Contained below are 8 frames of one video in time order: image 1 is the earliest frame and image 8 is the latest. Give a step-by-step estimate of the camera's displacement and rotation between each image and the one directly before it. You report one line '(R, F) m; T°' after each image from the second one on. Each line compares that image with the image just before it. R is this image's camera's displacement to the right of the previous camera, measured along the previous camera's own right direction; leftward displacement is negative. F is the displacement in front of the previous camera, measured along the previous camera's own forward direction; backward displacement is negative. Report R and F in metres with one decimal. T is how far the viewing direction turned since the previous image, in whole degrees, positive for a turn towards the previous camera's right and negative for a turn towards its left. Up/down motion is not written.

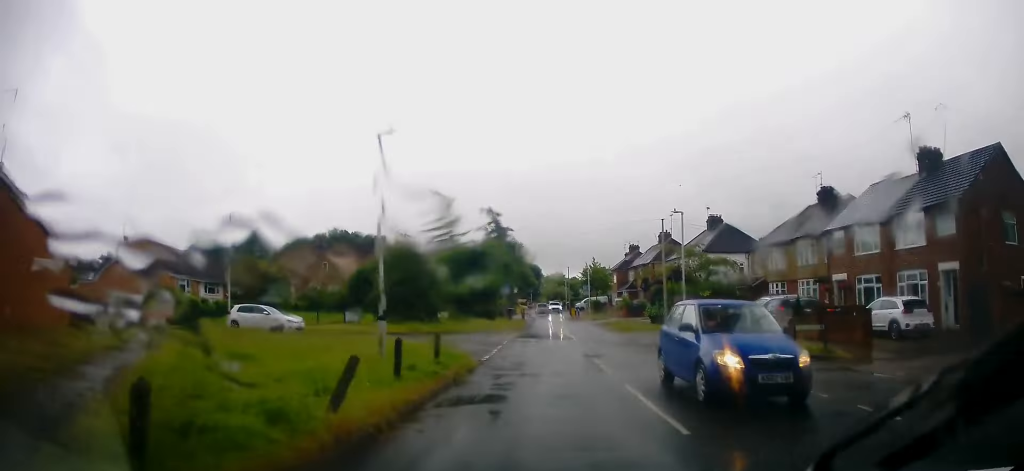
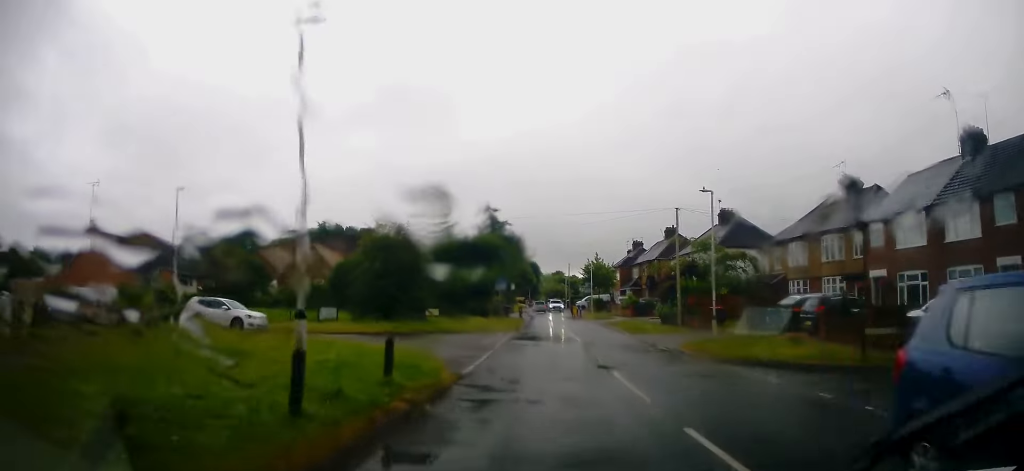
(-0.1, +4.1) m; +1°
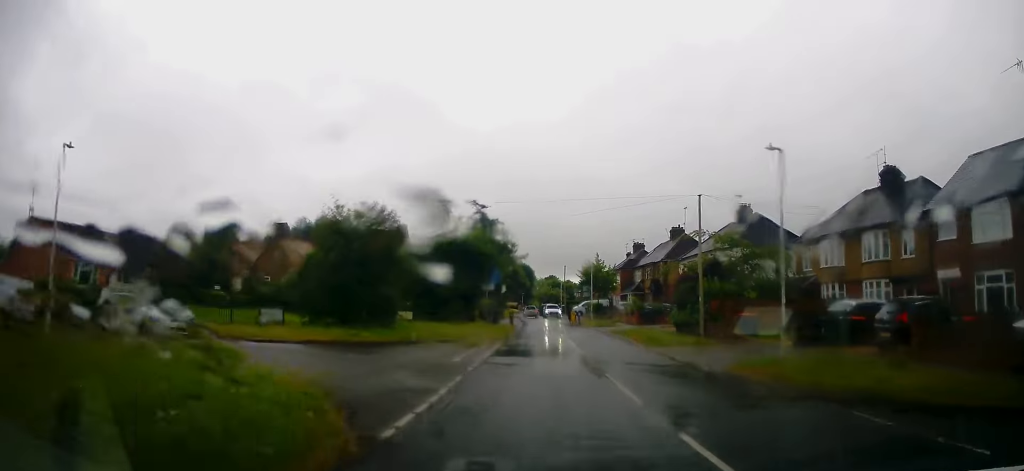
(+0.4, +6.1) m; +2°
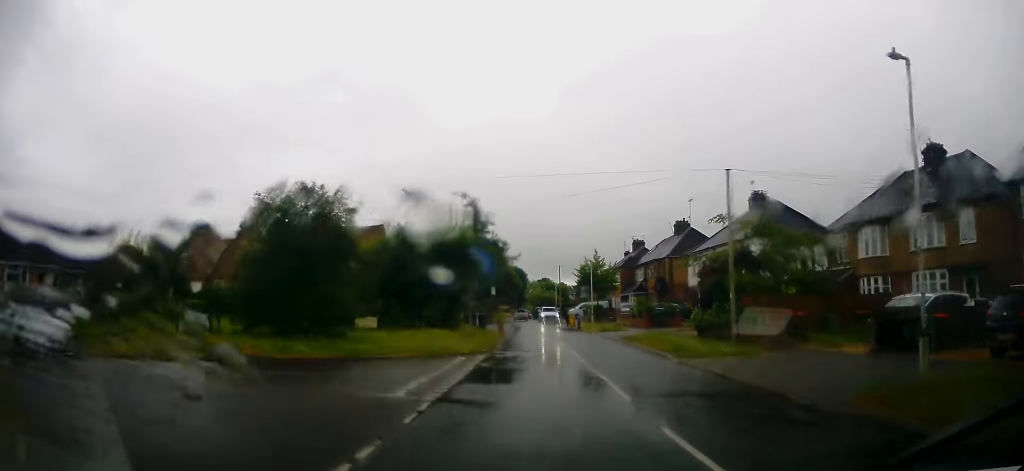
(+0.1, +5.8) m; +1°
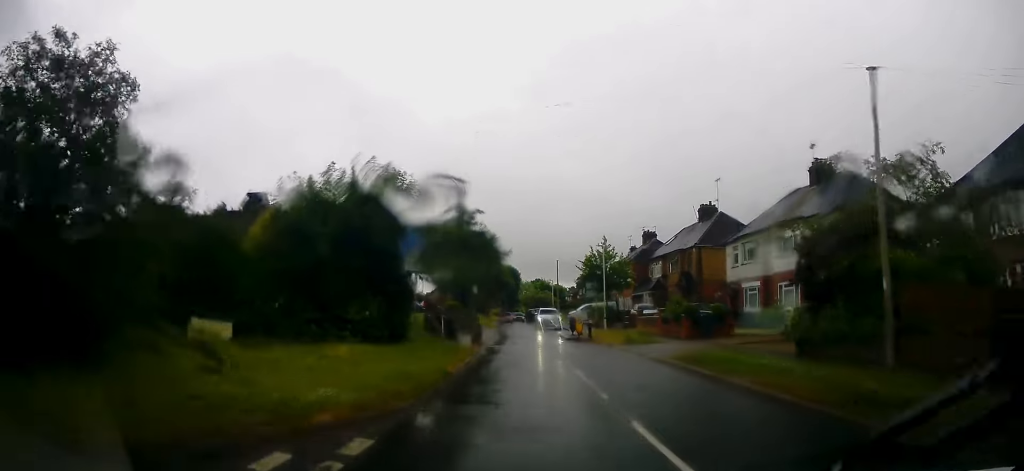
(-0.2, +12.0) m; -3°
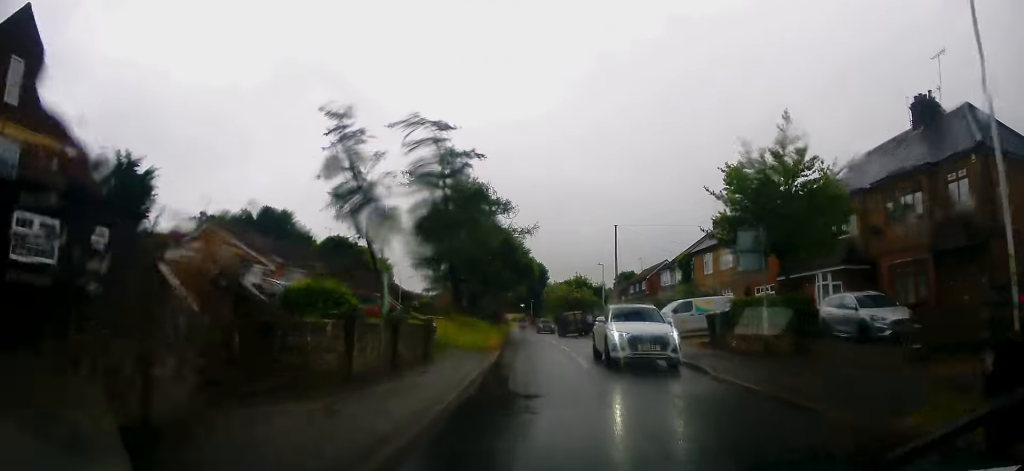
(-0.4, +29.4) m; -1°
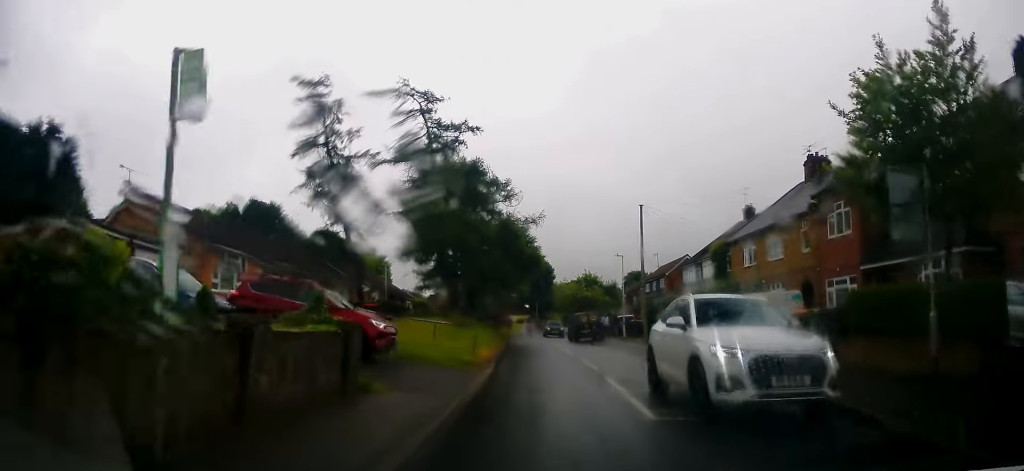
(0.0, +7.4) m; 0°
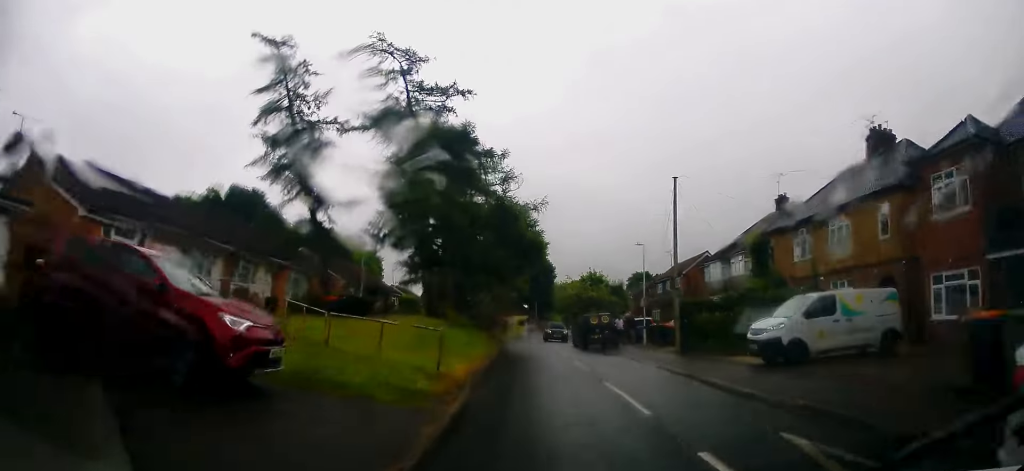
(0.0, +7.1) m; -1°
